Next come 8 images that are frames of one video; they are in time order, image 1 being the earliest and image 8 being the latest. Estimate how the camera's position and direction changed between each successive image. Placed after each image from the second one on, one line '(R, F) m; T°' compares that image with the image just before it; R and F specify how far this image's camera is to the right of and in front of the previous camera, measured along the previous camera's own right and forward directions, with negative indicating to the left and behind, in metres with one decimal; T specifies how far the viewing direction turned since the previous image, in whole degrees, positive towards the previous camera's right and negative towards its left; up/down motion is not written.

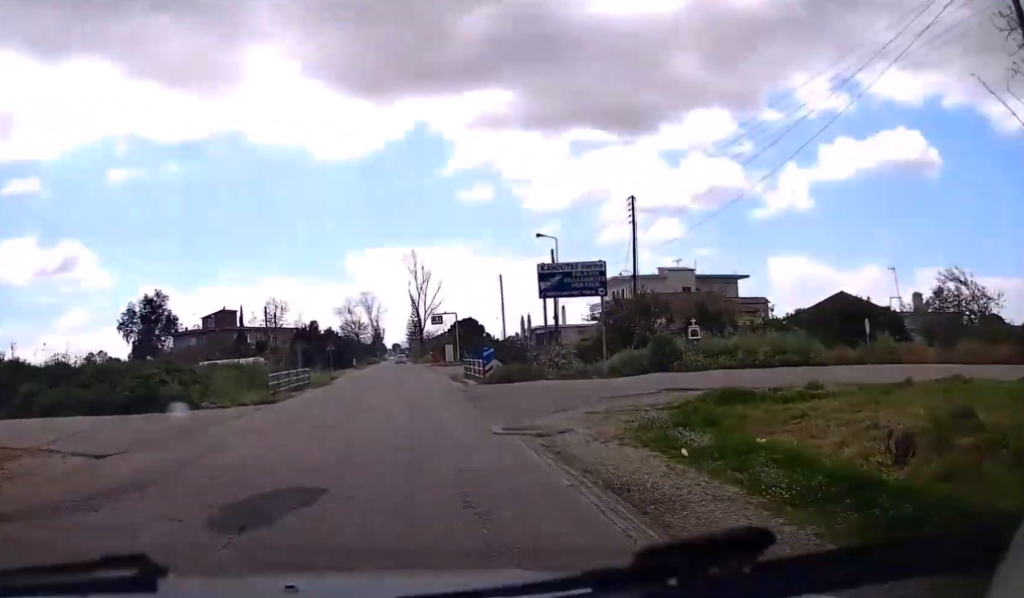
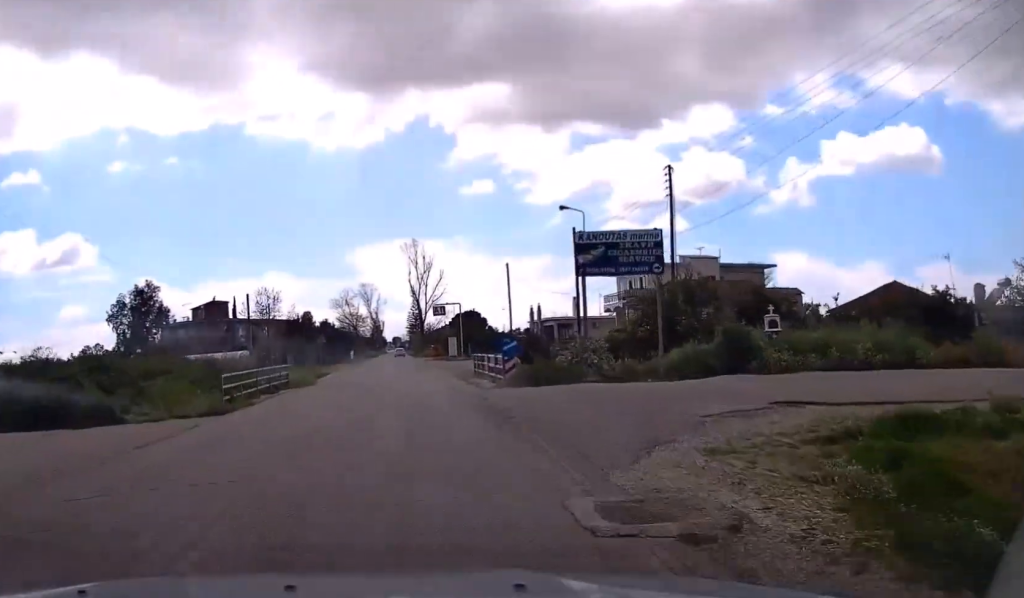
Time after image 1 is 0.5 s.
(+0.1, +6.5) m; 0°
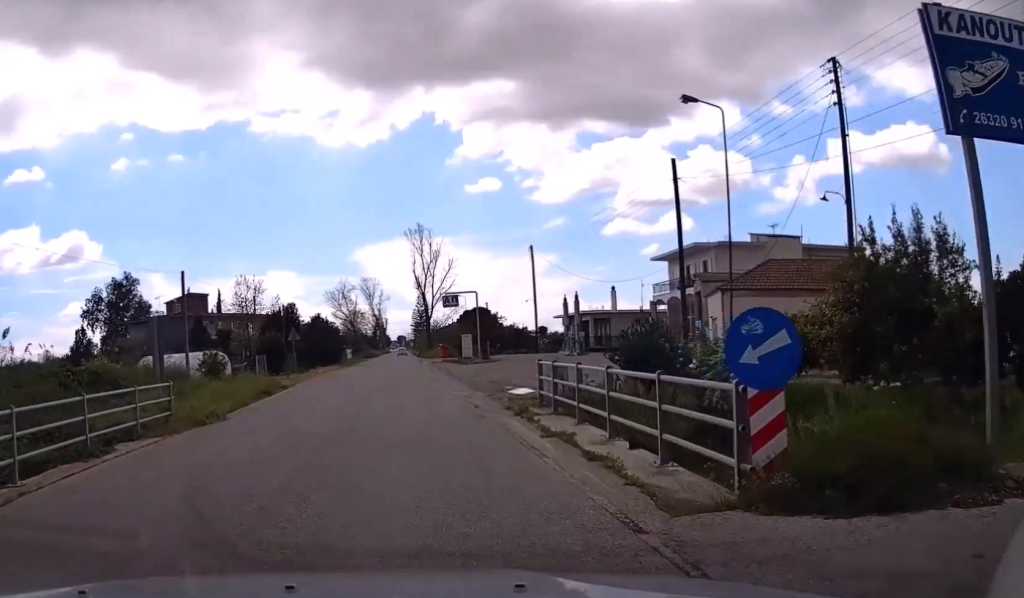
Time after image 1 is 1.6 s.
(-0.2, +15.9) m; -1°
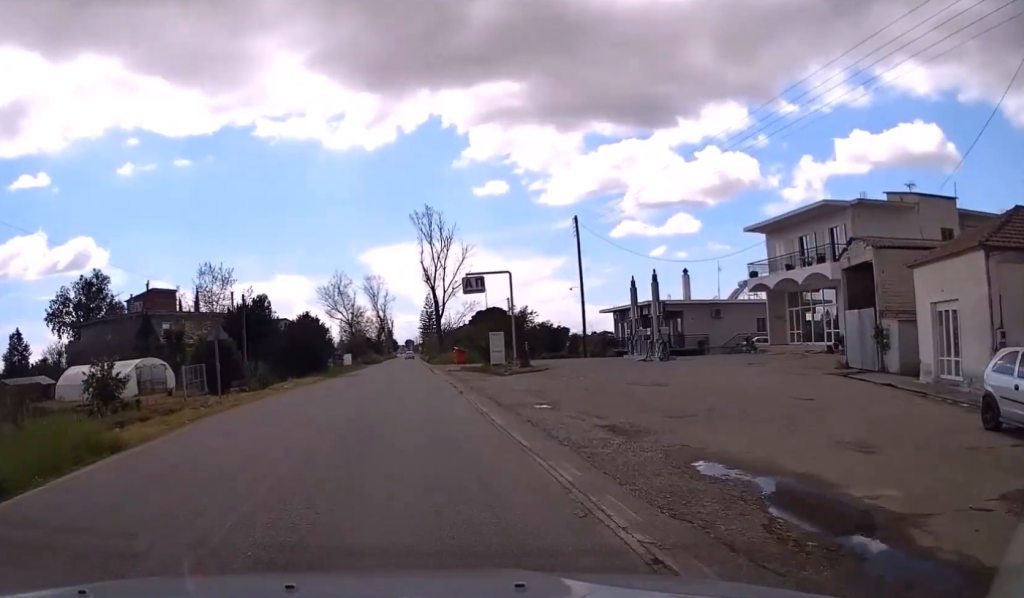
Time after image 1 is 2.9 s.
(+0.1, +19.0) m; 0°
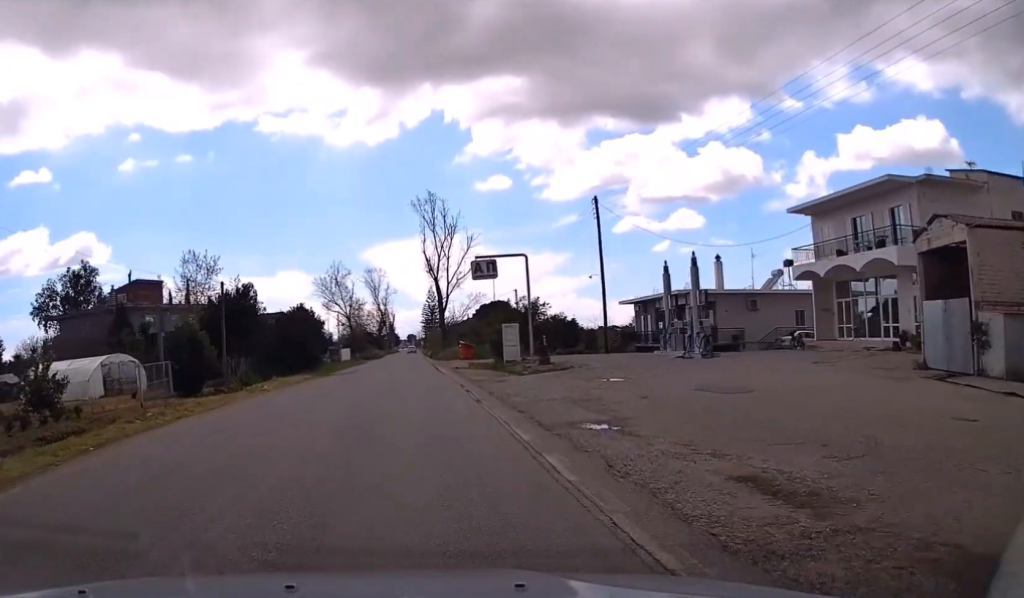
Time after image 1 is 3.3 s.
(-0.1, +5.8) m; 0°
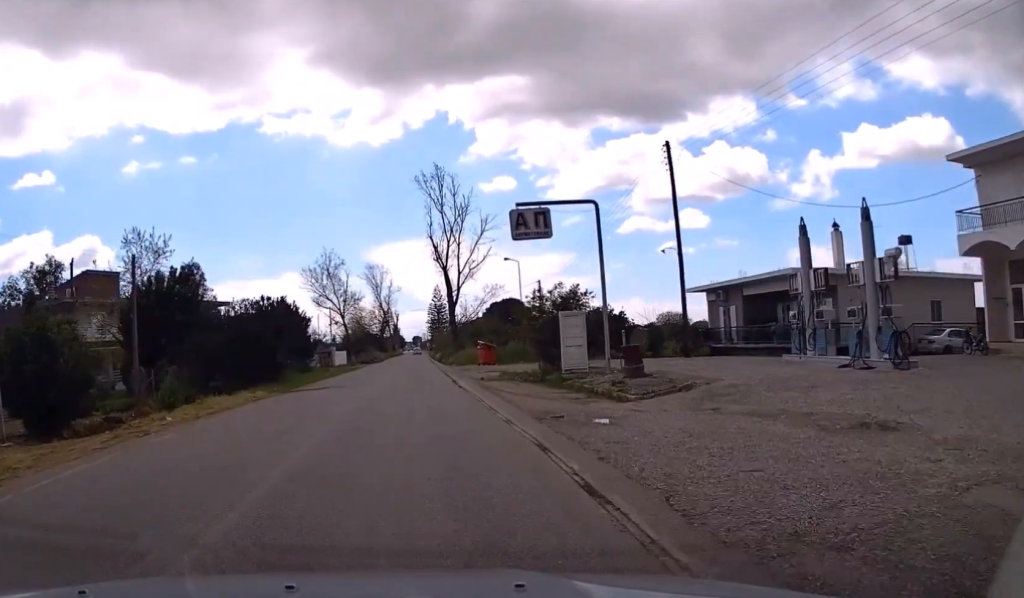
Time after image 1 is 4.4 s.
(-0.2, +15.2) m; -1°
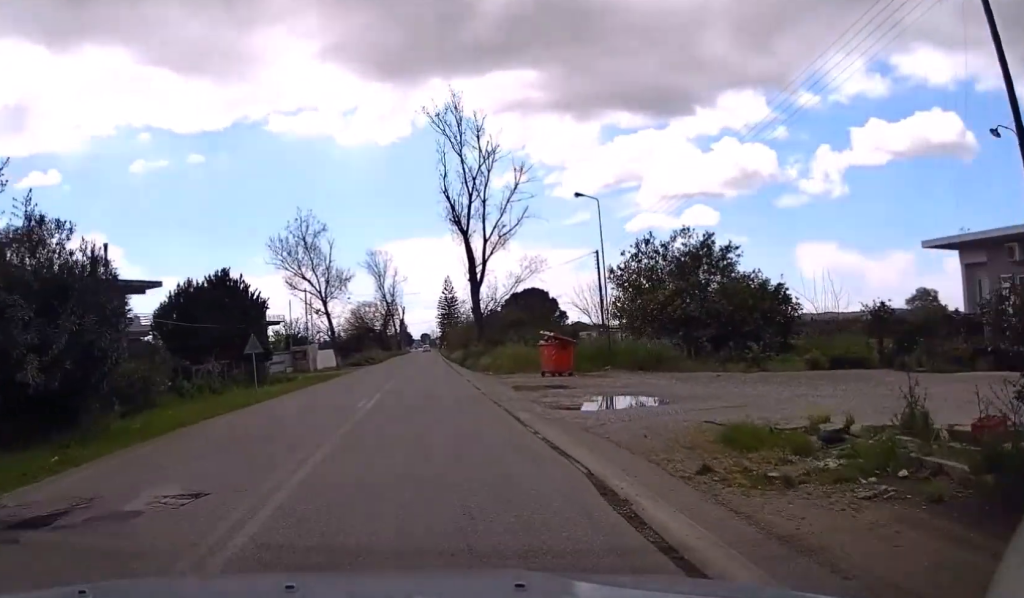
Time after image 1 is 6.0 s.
(-0.2, +23.9) m; -1°
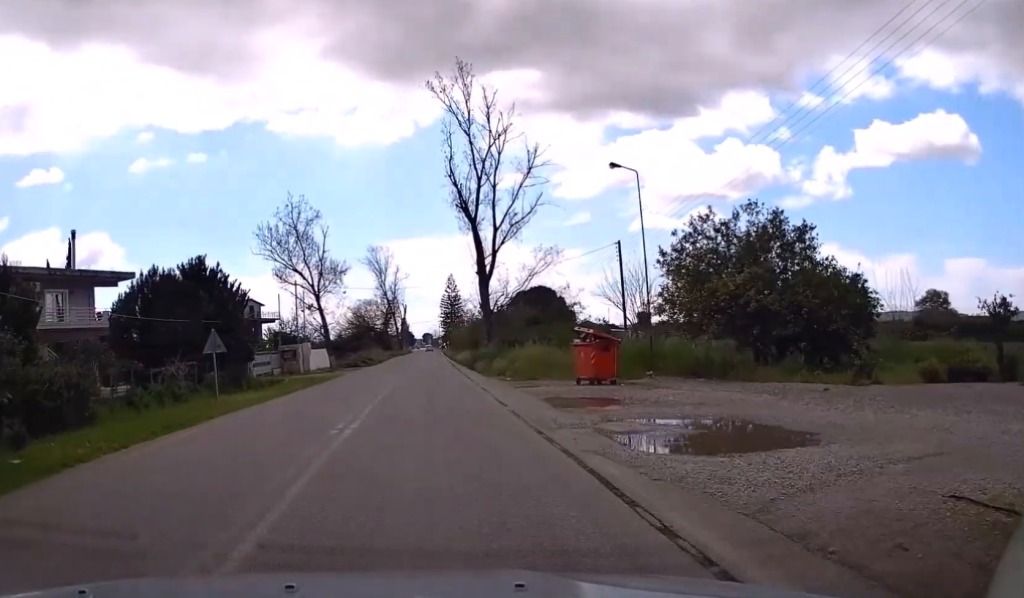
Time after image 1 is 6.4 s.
(-0.1, +6.0) m; 0°
